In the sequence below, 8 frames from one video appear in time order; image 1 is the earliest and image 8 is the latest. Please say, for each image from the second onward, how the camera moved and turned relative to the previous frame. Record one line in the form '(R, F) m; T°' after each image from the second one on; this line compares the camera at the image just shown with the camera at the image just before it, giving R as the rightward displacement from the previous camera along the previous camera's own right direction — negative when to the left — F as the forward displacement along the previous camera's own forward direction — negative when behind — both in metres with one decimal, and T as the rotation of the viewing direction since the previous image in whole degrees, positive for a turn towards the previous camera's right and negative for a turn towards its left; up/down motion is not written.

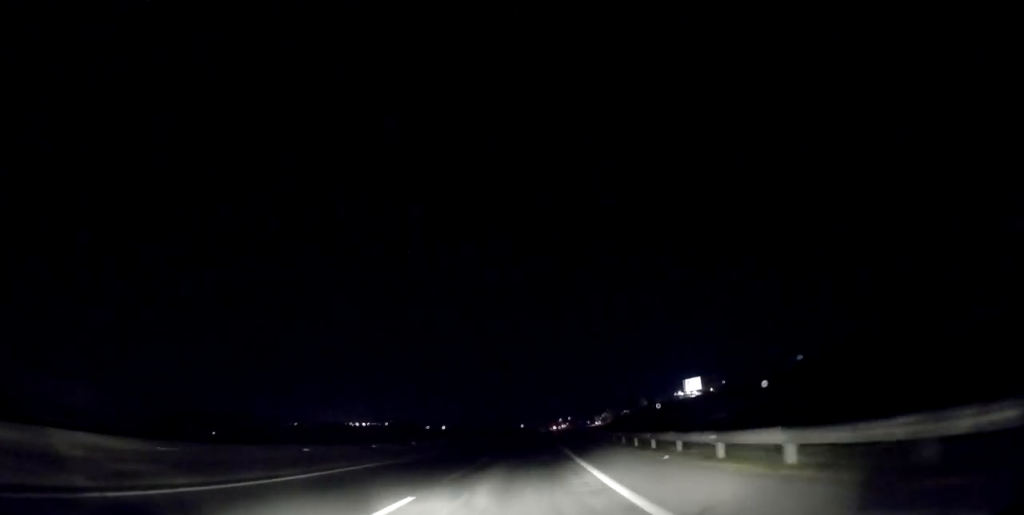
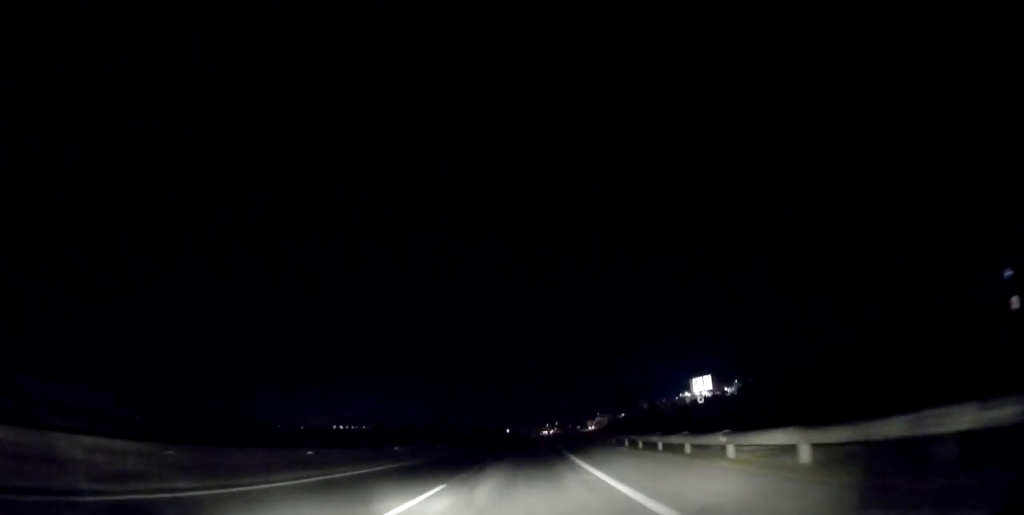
(-0.1, +31.5) m; +1°
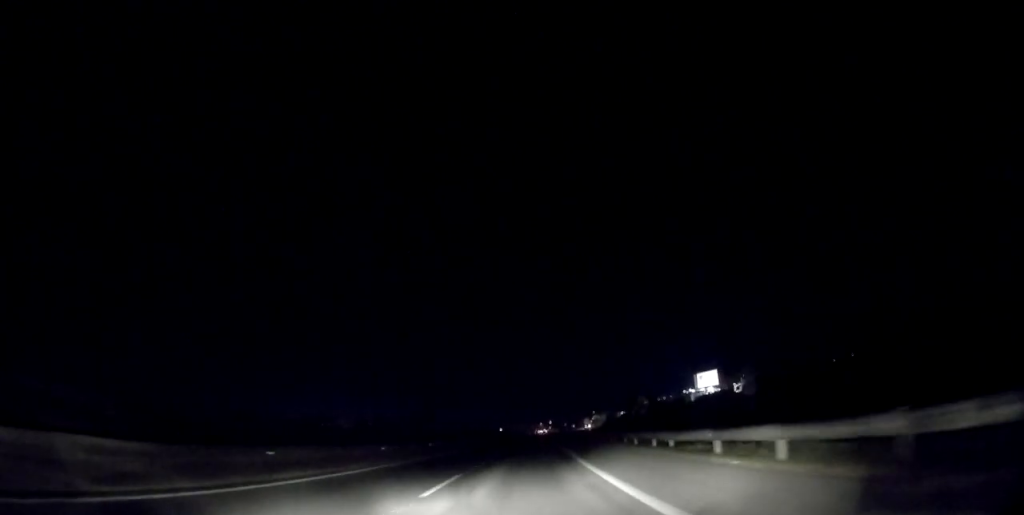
(+0.3, +14.7) m; +1°
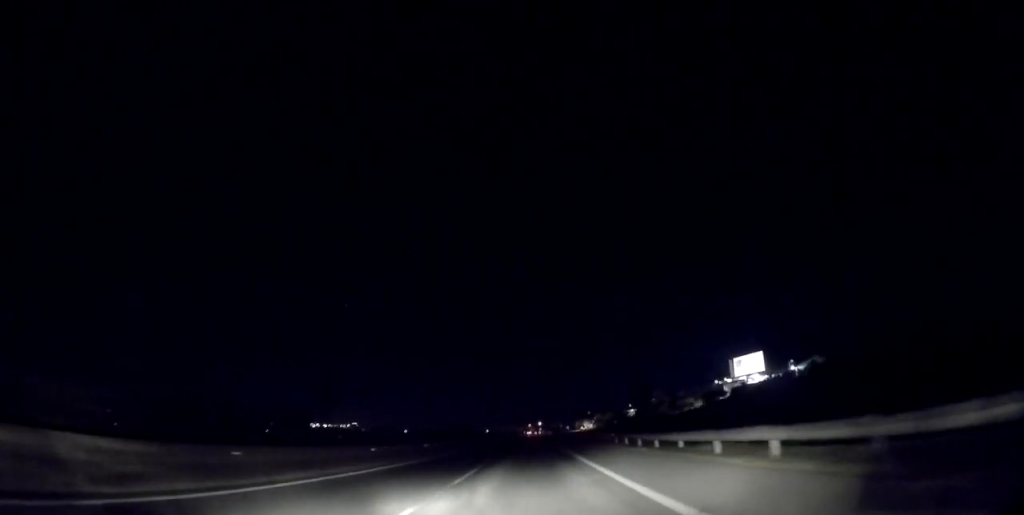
(+0.6, +50.4) m; +2°
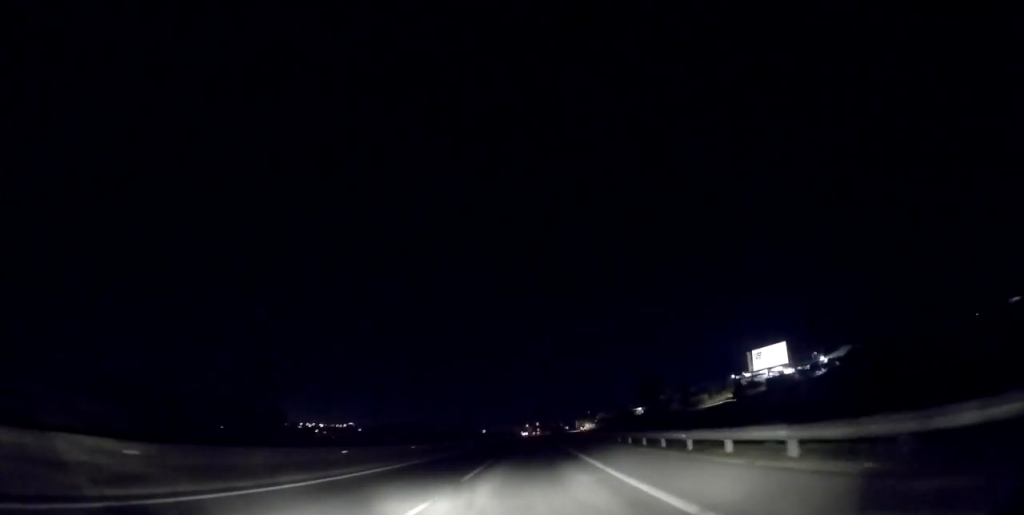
(+0.2, +16.4) m; +1°
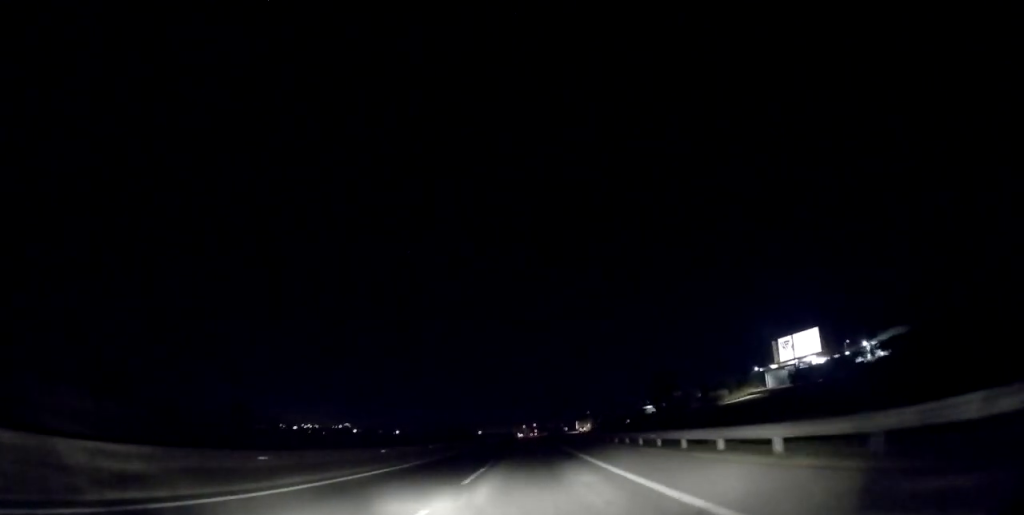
(+0.2, +18.9) m; +1°
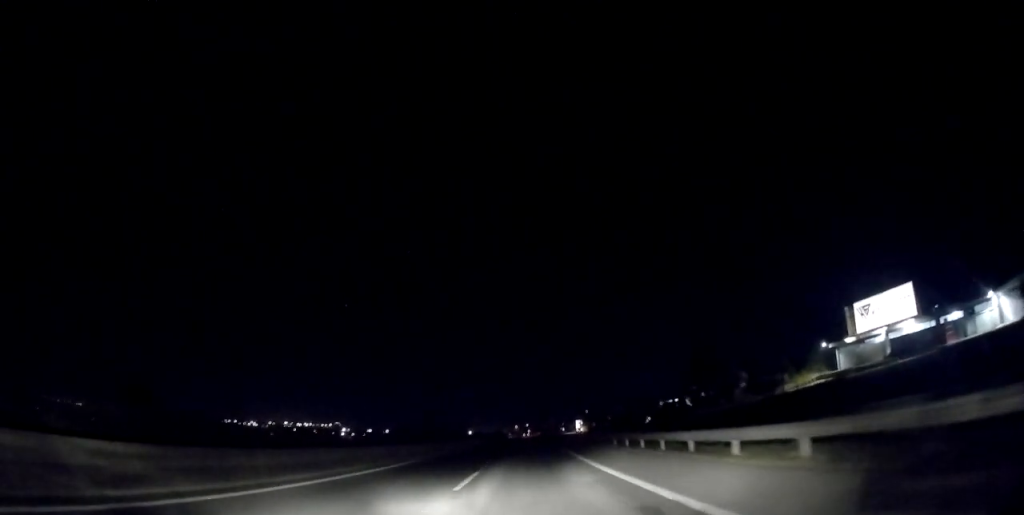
(+0.2, +38.1) m; +1°
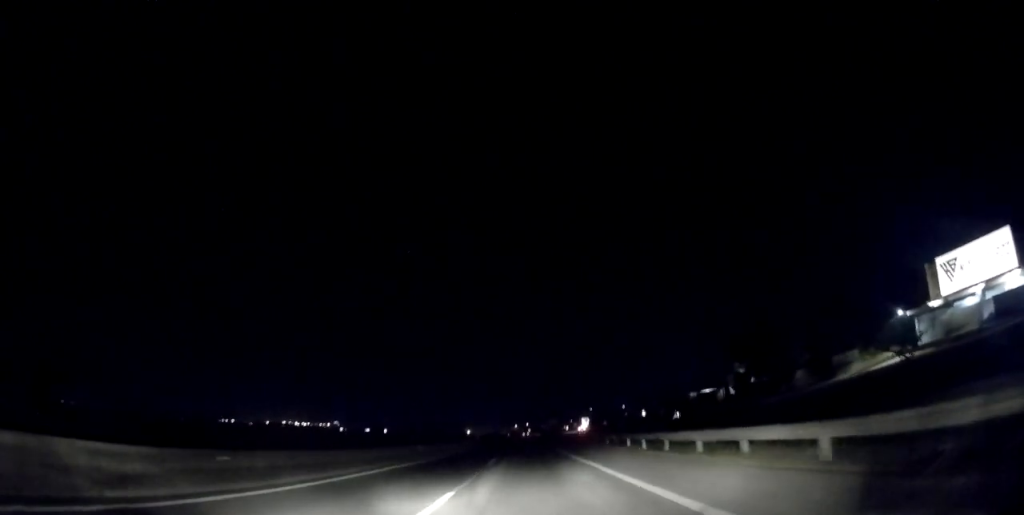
(+0.2, +25.0) m; 0°
